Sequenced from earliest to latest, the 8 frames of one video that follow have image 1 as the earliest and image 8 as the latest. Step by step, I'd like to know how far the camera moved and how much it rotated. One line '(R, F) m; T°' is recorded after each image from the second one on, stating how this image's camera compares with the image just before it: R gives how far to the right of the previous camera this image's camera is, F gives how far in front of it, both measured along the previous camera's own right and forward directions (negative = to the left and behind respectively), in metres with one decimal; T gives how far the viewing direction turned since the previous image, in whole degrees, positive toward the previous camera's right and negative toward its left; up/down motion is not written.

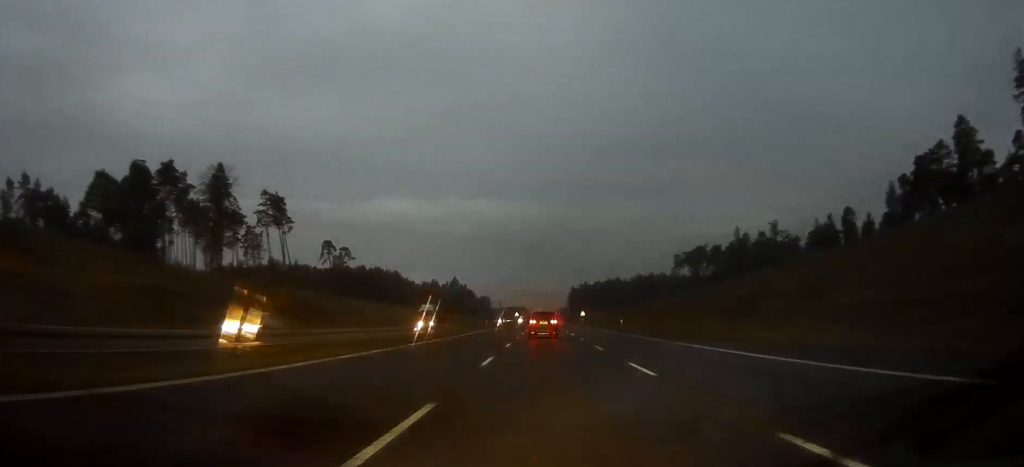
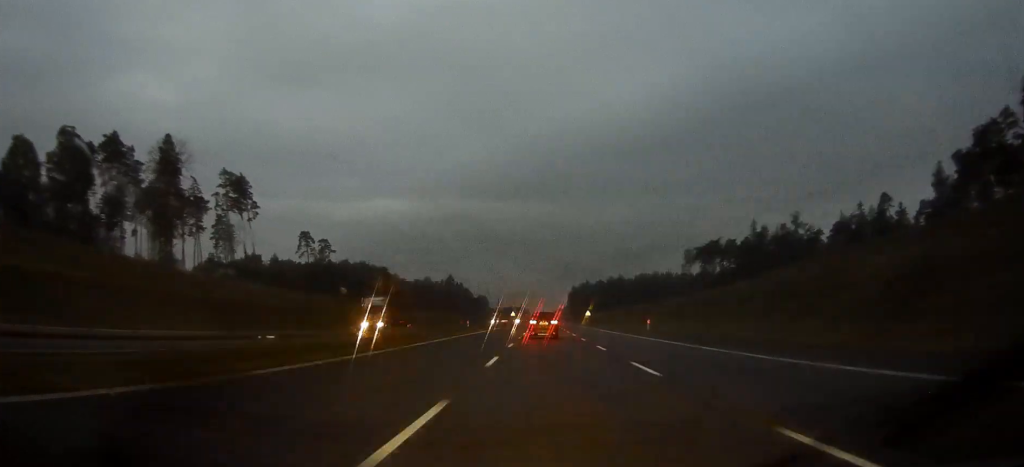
(0.0, +23.8) m; 0°
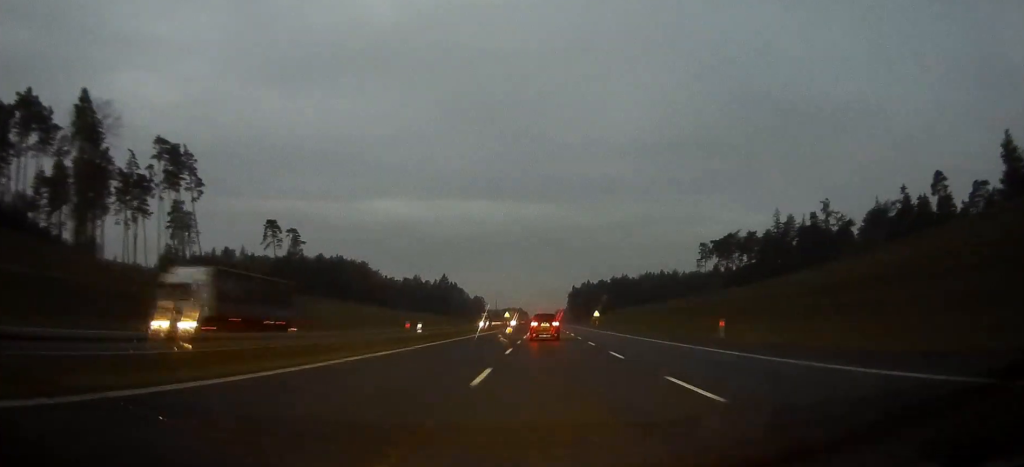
(0.0, +28.9) m; 0°
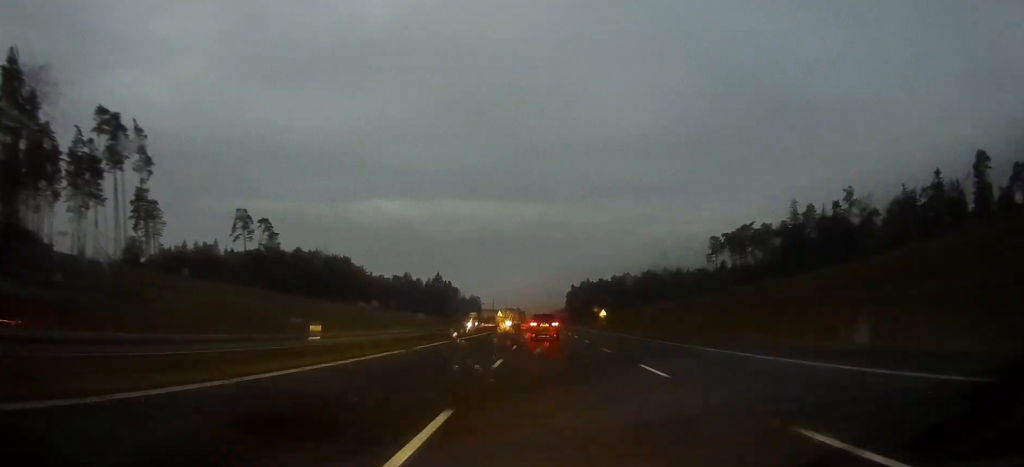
(0.0, +19.7) m; 0°
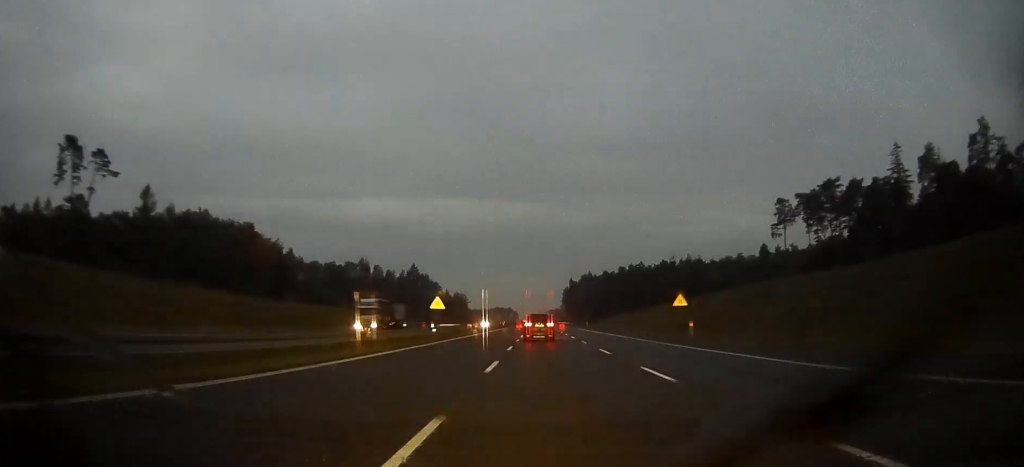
(+0.4, +73.2) m; +1°
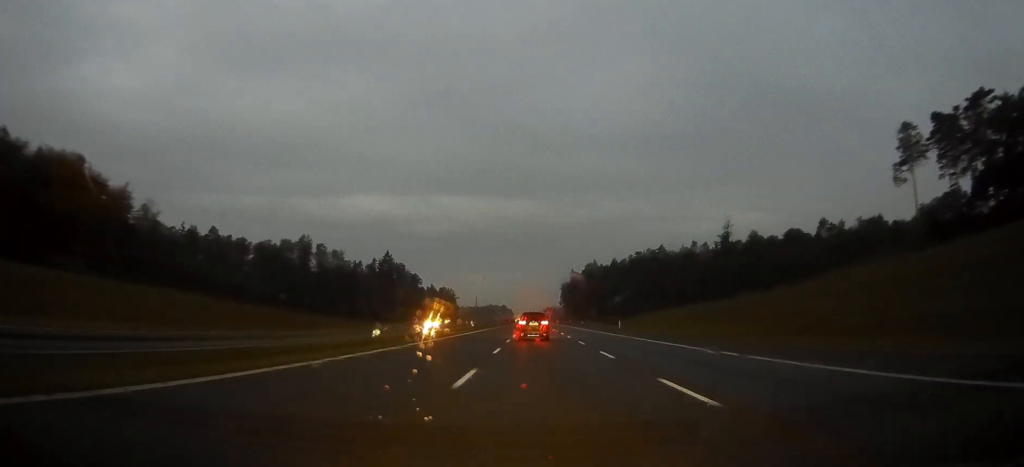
(+0.4, +64.1) m; +1°
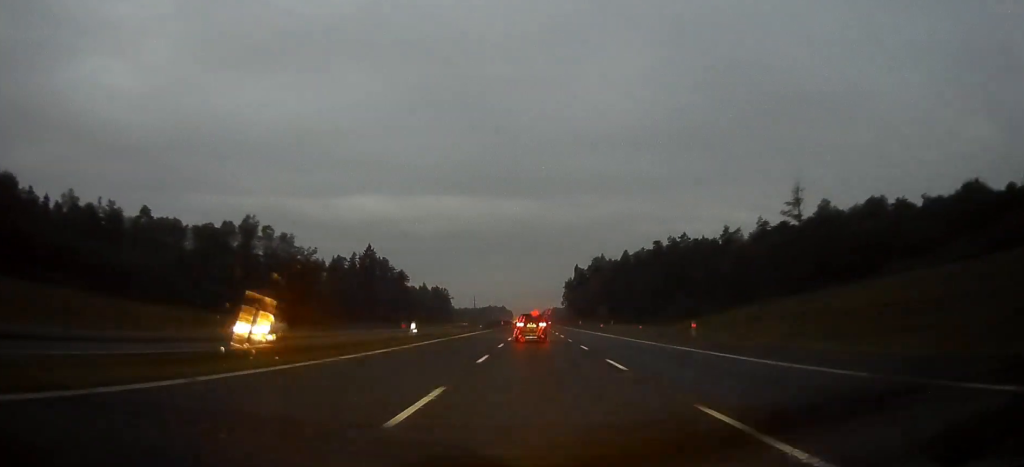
(0.0, +40.5) m; 0°
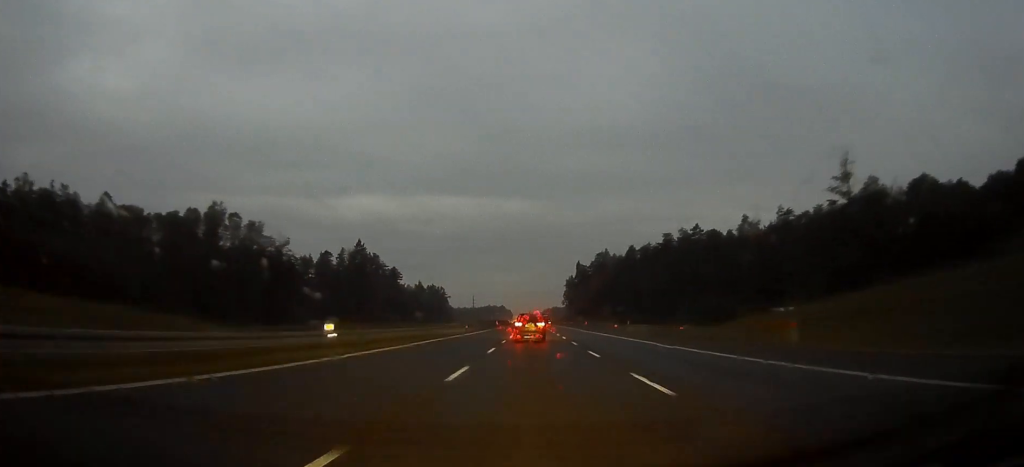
(0.0, +18.3) m; 0°
